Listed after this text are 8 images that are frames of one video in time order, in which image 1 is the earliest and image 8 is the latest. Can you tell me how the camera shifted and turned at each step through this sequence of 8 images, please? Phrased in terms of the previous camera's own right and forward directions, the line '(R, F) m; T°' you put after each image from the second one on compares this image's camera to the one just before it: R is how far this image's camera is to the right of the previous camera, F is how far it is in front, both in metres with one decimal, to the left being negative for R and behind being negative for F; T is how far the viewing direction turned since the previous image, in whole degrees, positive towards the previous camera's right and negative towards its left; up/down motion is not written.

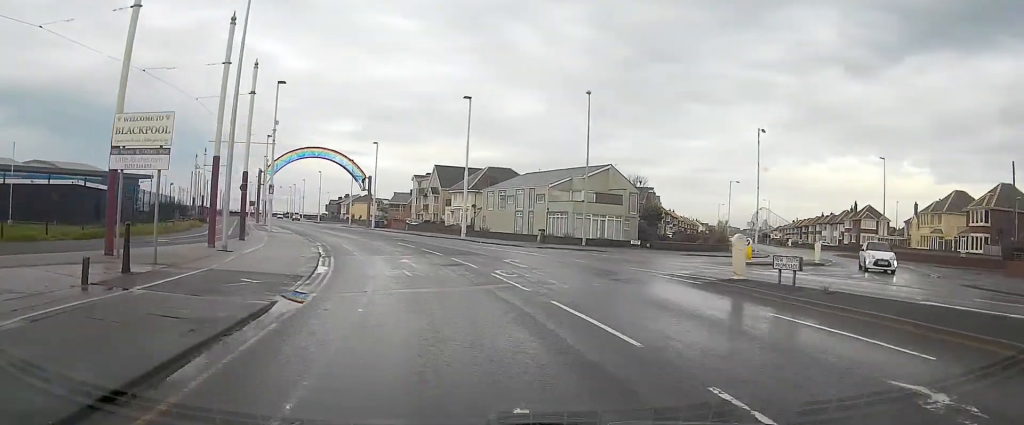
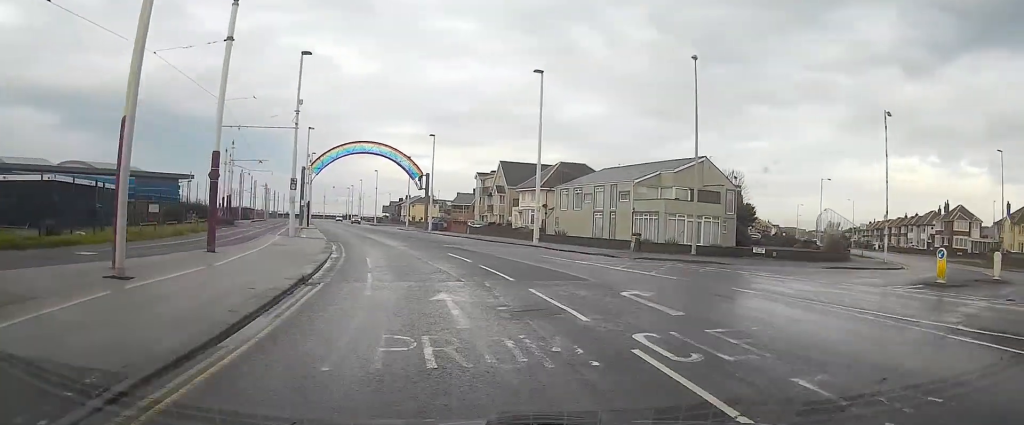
(-0.6, +10.3) m; -6°
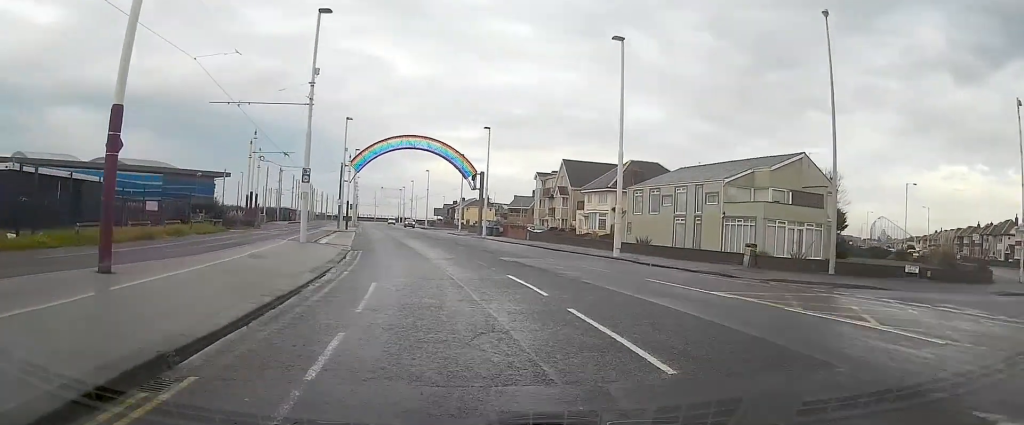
(-0.4, +9.1) m; -4°
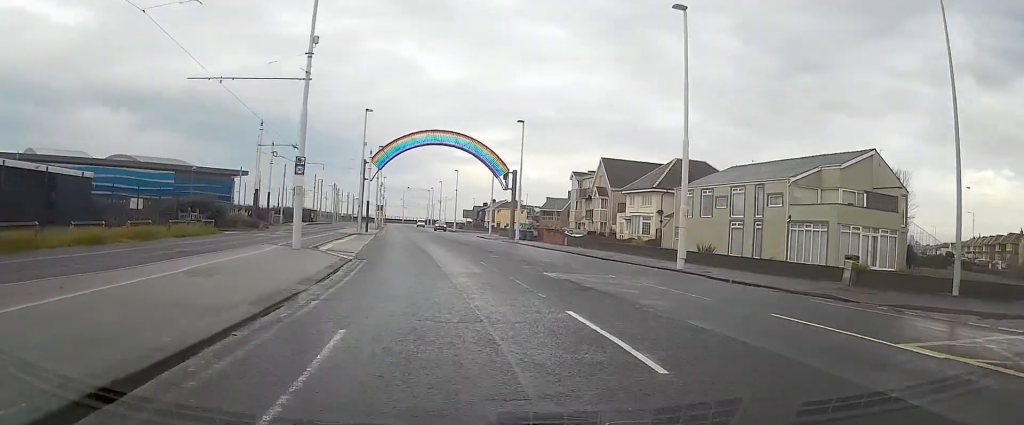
(0.0, +6.1) m; -2°
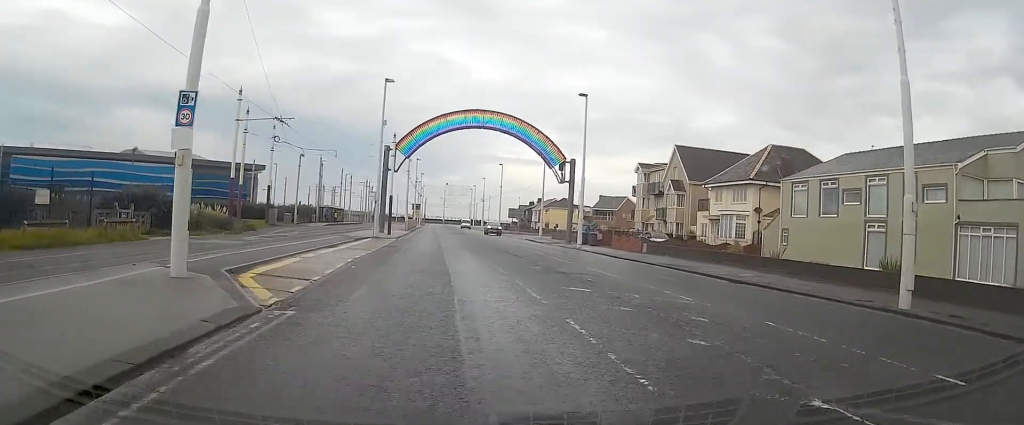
(-0.6, +13.5) m; -4°
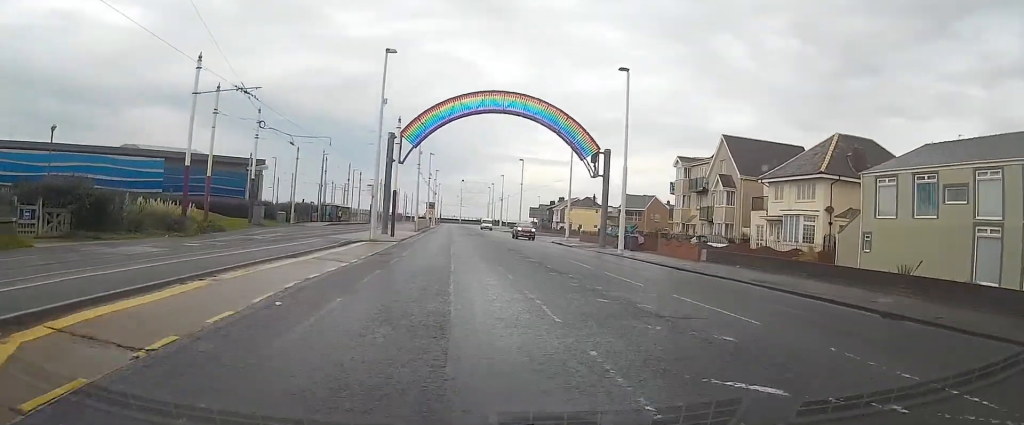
(0.0, +8.4) m; -3°
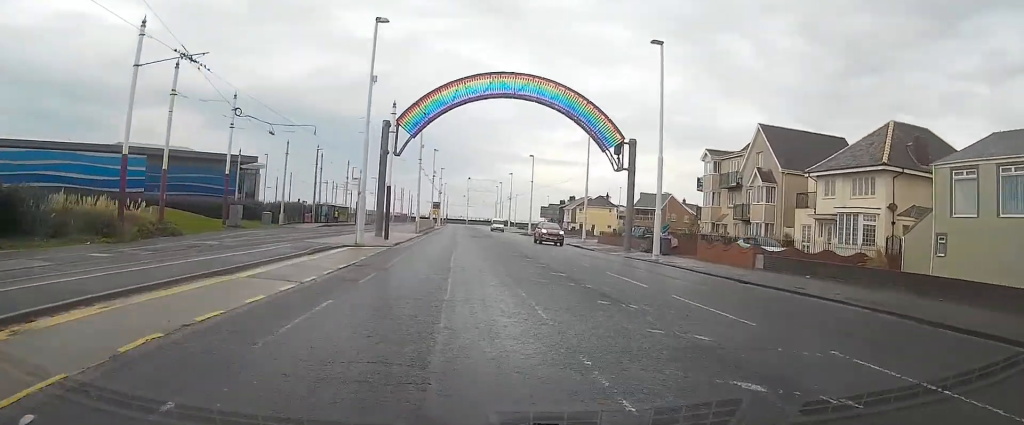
(-0.3, +6.1) m; -1°
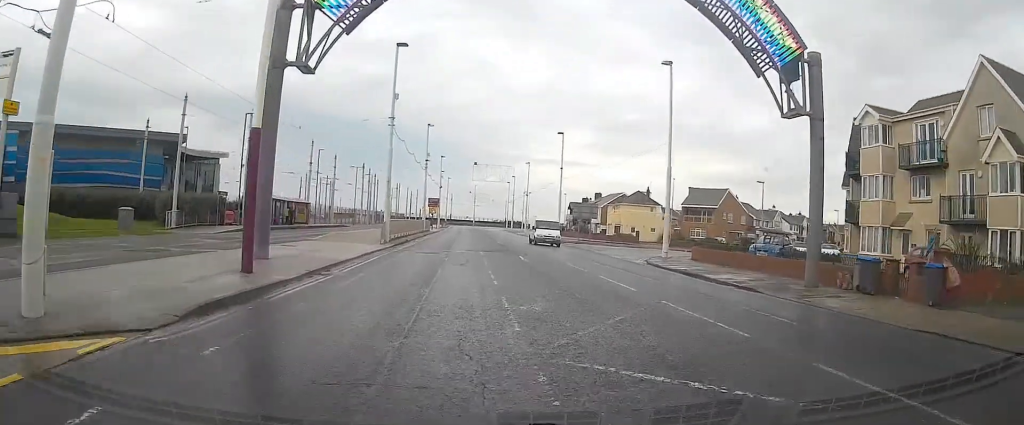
(-0.7, +23.8) m; -2°
